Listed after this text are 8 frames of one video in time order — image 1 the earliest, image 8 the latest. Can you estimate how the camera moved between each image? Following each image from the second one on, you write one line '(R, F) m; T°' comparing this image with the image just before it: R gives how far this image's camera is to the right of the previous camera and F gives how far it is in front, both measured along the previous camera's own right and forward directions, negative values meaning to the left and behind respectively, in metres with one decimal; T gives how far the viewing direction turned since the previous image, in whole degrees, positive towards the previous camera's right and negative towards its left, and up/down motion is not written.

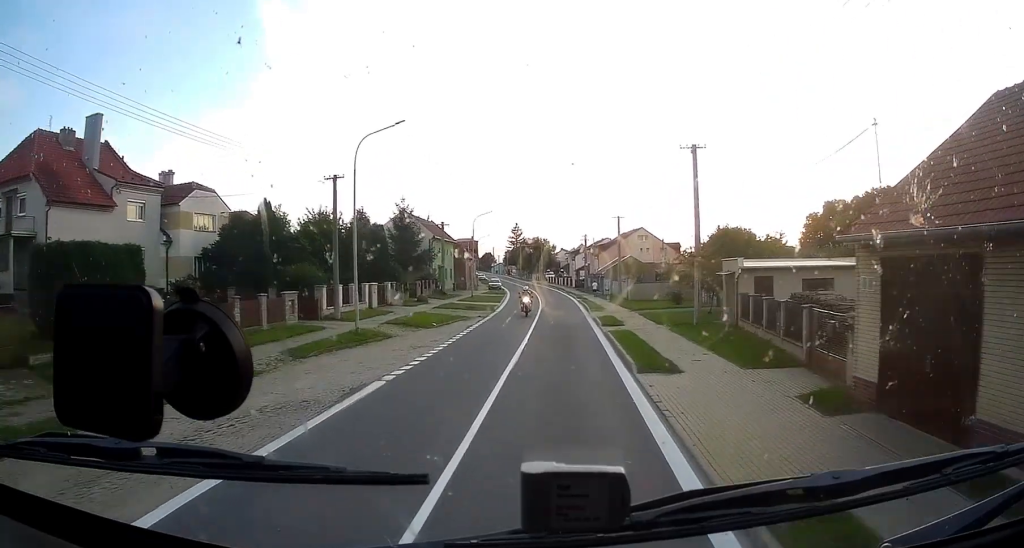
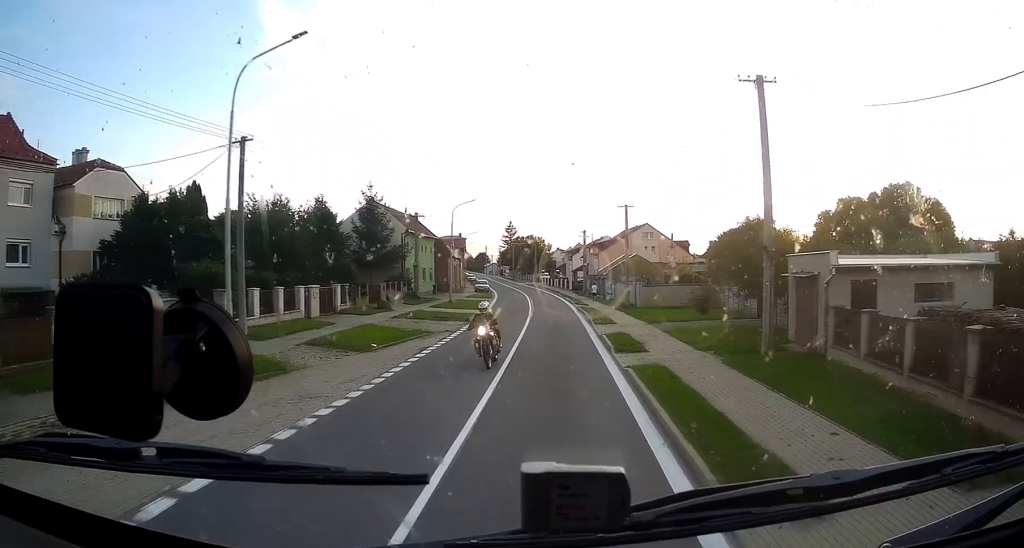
(0.0, +8.4) m; 0°
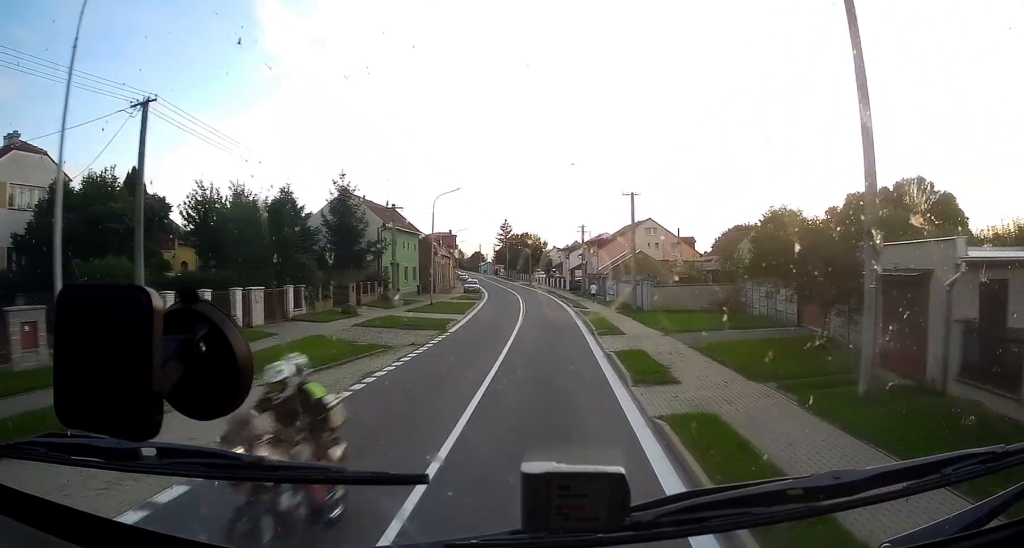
(0.0, +5.0) m; 0°
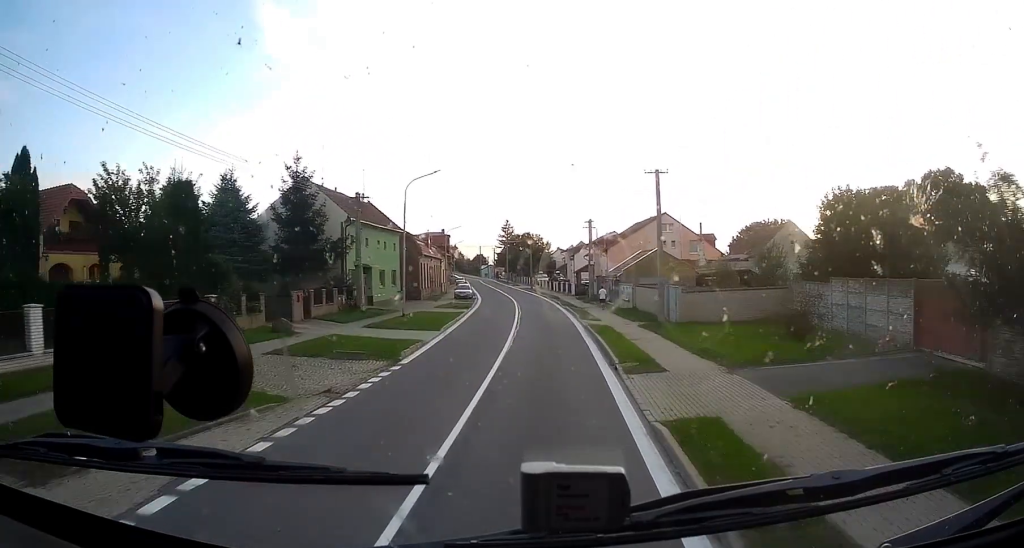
(0.0, +7.5) m; 0°
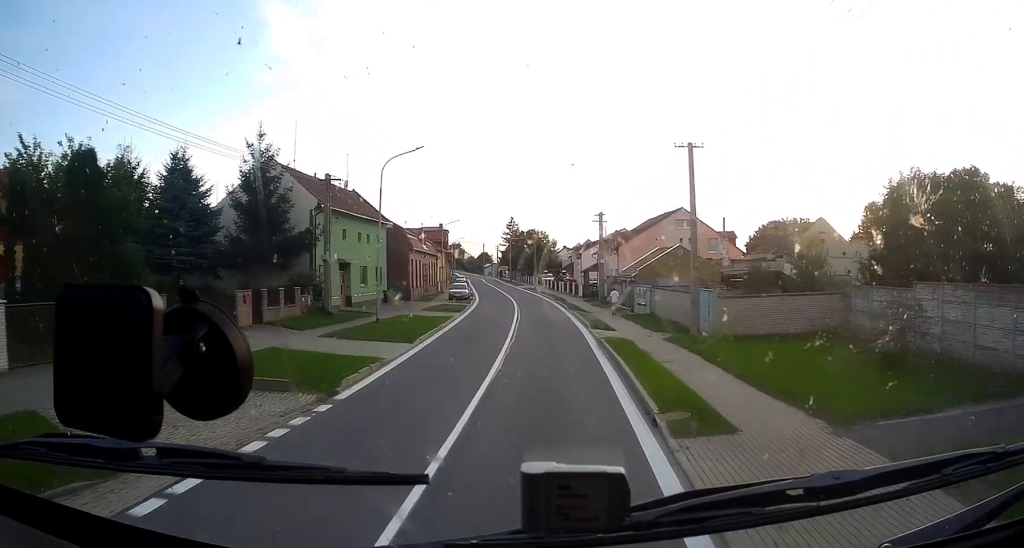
(0.0, +5.0) m; 0°
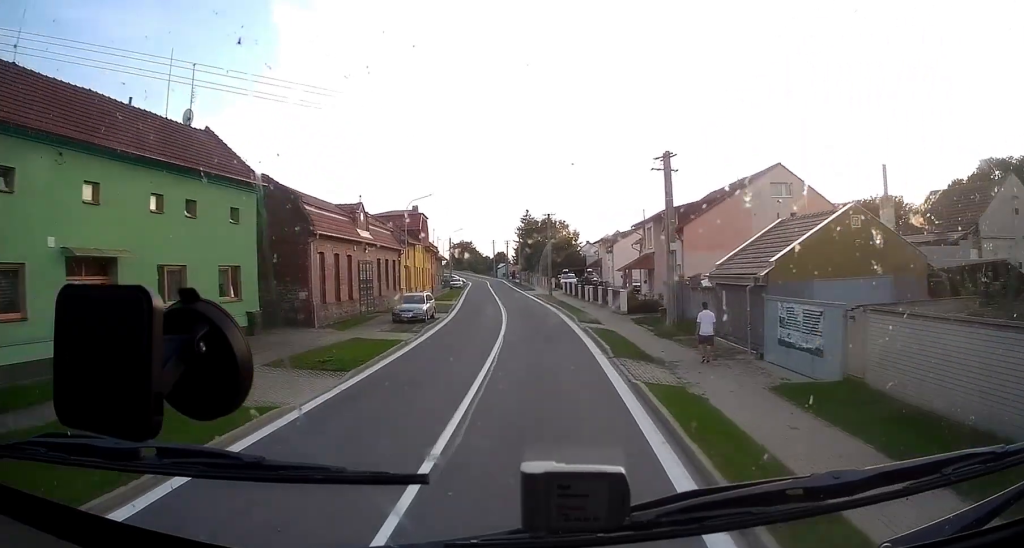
(-1.8, +35.5) m; -6°
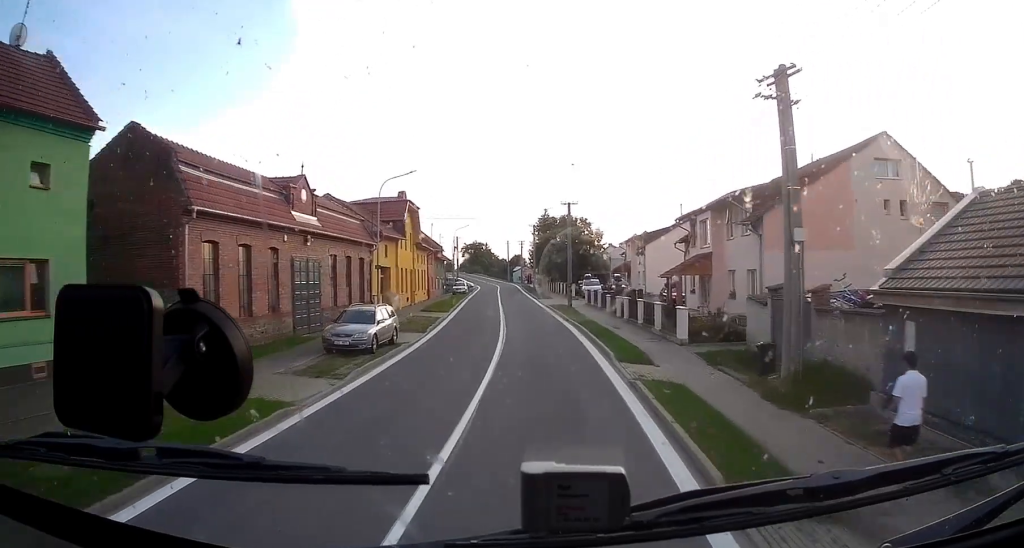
(-0.4, +12.1) m; 0°
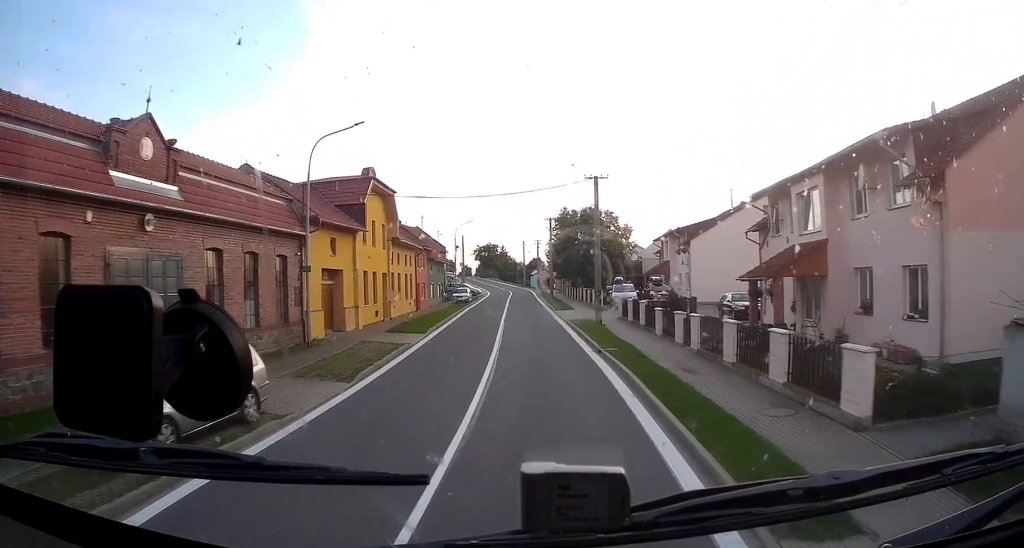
(+0.3, +12.9) m; 0°
